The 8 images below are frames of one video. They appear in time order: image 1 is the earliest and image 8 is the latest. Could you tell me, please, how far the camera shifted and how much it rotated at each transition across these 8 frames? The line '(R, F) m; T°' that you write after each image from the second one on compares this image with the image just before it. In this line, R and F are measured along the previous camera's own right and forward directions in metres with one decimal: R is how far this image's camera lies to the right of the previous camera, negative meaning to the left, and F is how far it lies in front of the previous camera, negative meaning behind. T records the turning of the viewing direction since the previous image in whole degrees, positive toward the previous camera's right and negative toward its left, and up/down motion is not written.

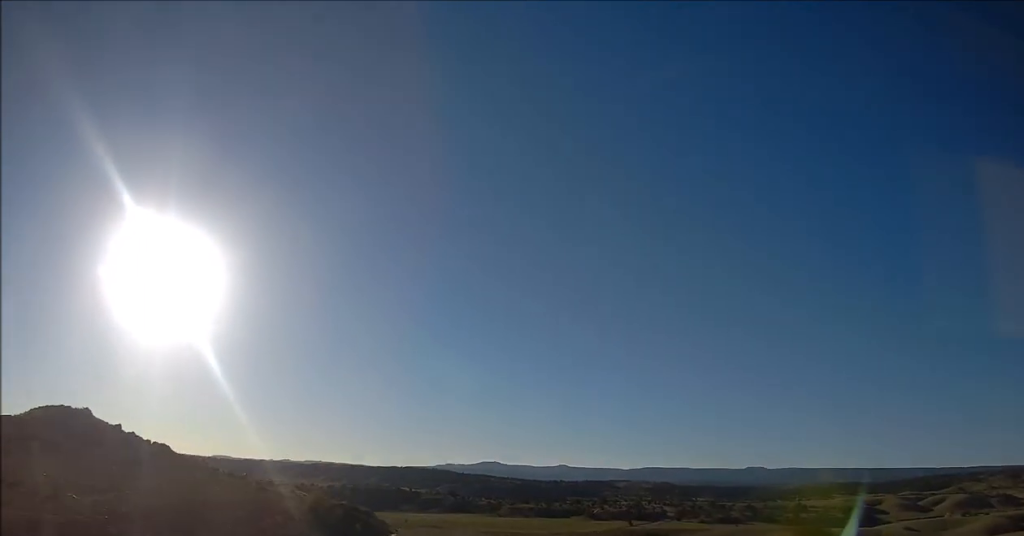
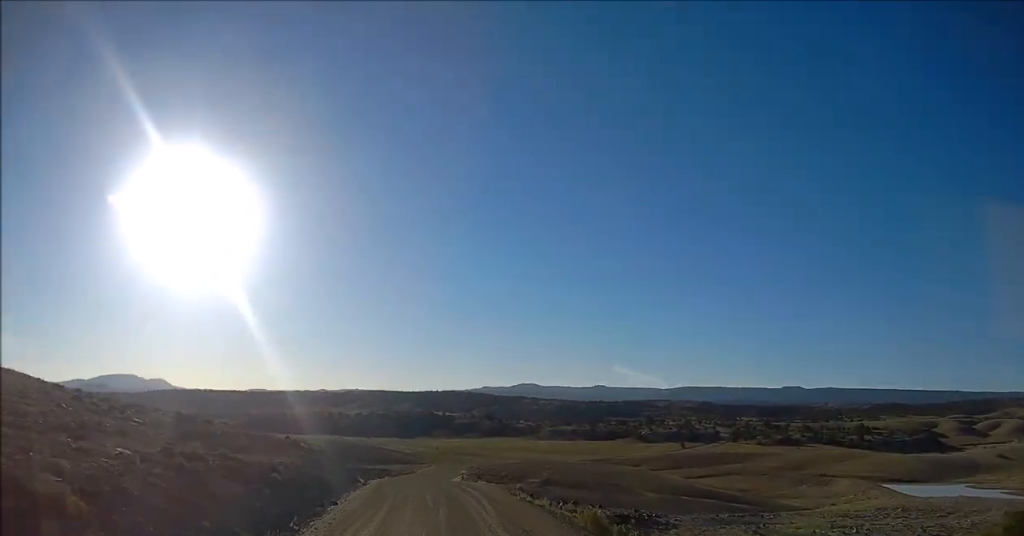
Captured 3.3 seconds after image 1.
(-1.6, +36.1) m; -5°
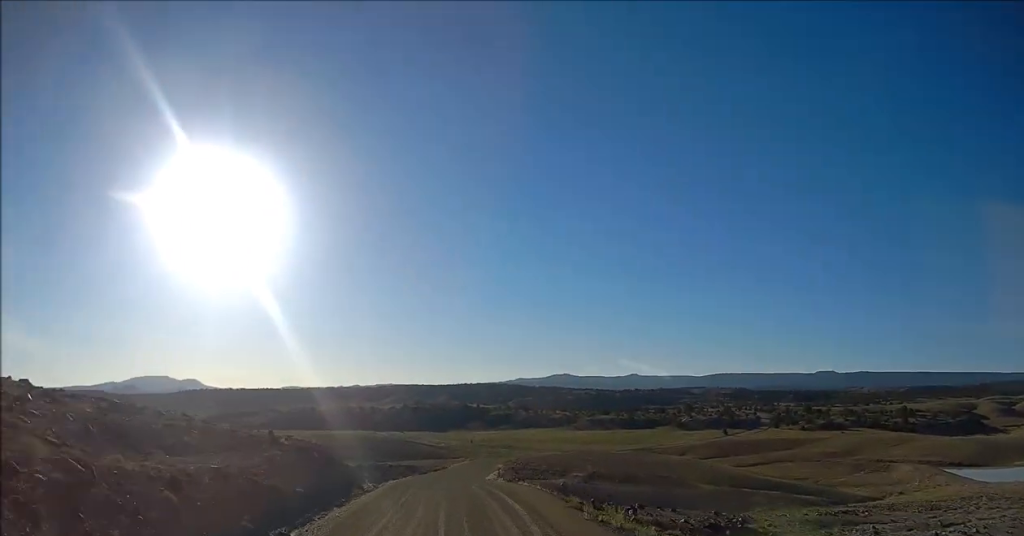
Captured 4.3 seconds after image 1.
(+0.2, +10.5) m; -2°
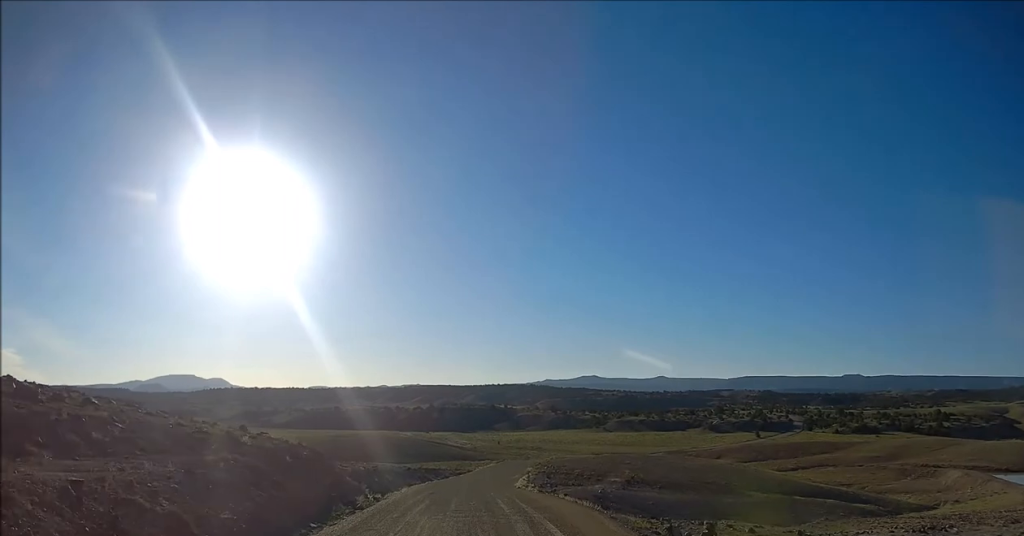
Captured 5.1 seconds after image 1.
(-0.4, +8.2) m; -2°
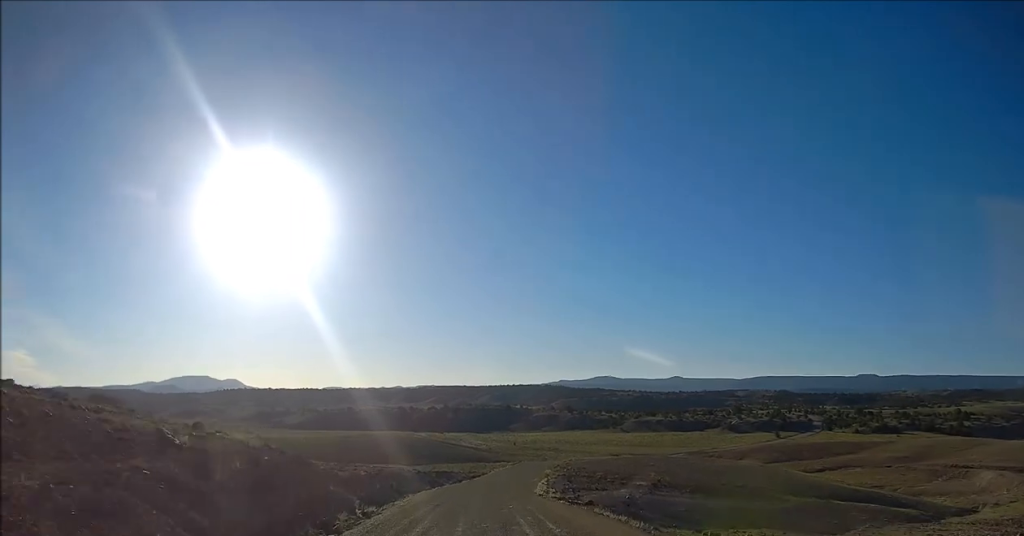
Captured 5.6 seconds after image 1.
(-0.1, +6.2) m; -1°
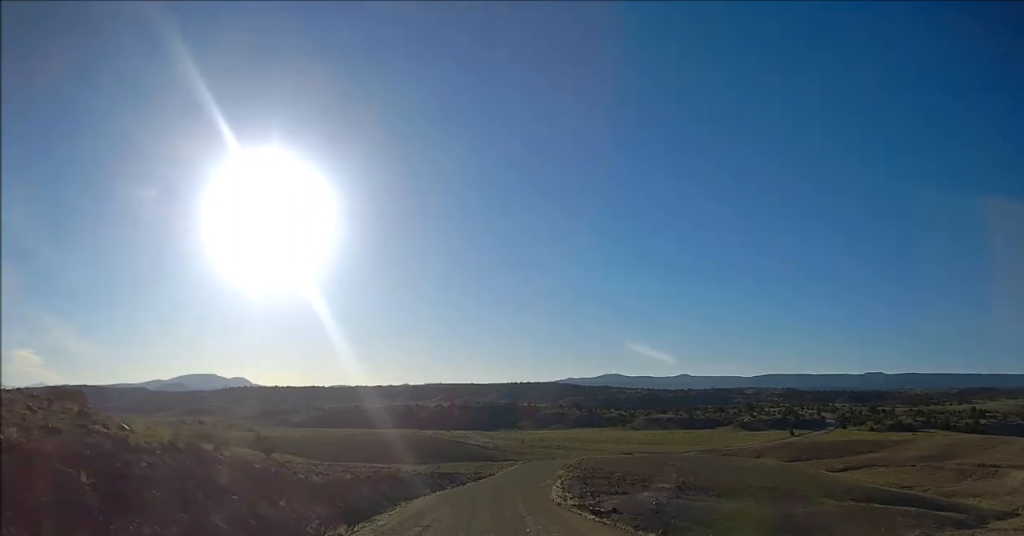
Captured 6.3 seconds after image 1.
(-0.2, +8.1) m; 0°
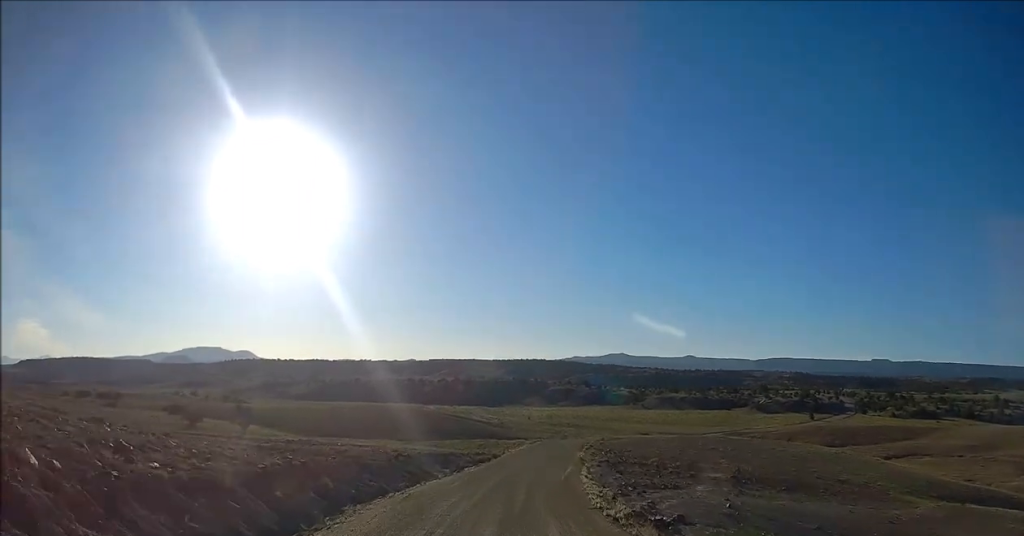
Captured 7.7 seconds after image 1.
(+0.2, +16.3) m; 0°
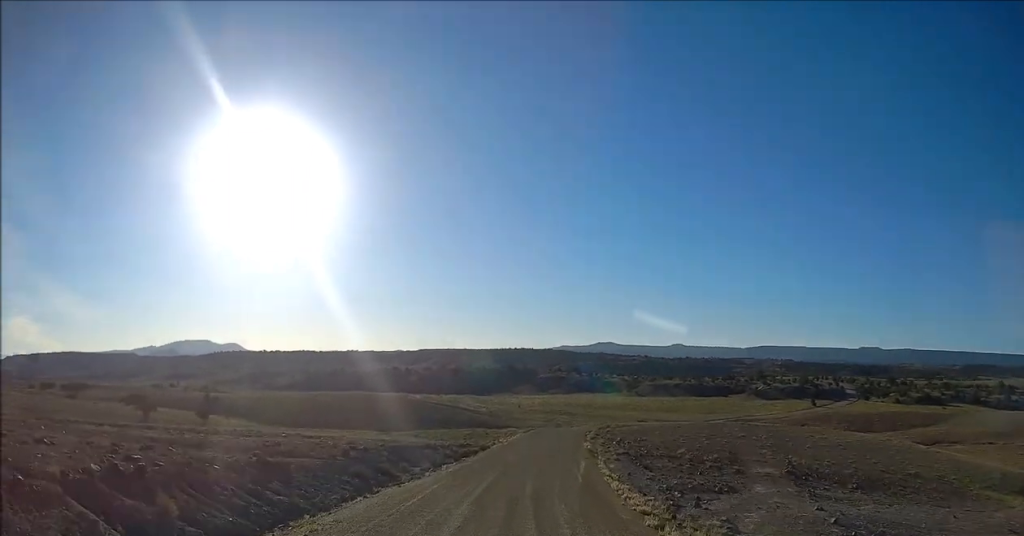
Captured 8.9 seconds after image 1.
(-0.1, +12.7) m; 0°
